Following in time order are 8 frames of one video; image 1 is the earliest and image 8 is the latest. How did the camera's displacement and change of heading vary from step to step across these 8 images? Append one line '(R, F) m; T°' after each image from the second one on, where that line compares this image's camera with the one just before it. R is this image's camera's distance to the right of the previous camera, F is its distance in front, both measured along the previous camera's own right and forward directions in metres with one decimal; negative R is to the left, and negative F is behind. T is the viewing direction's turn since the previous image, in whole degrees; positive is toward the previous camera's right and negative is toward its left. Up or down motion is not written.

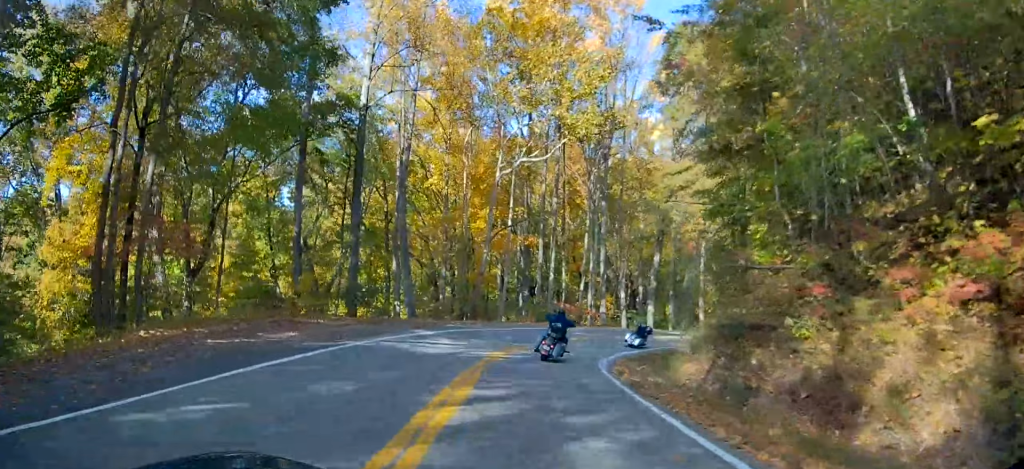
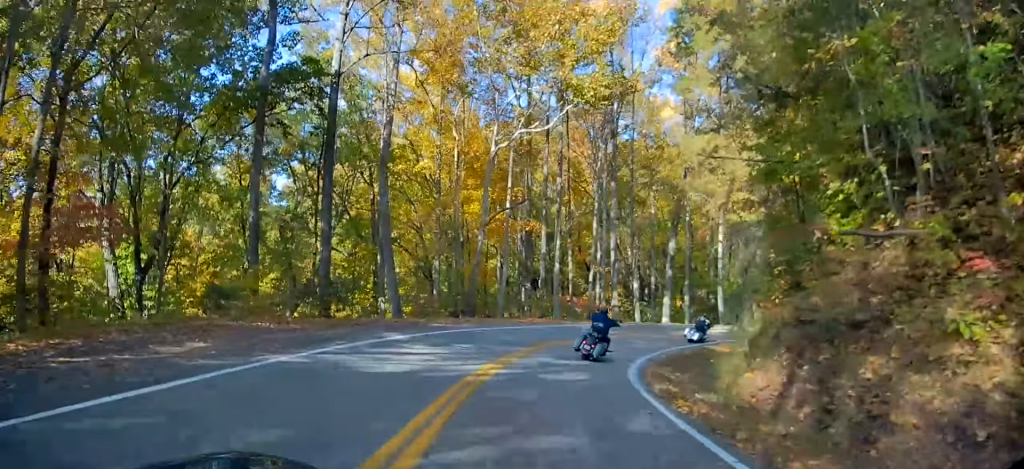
(+0.4, +5.3) m; +1°
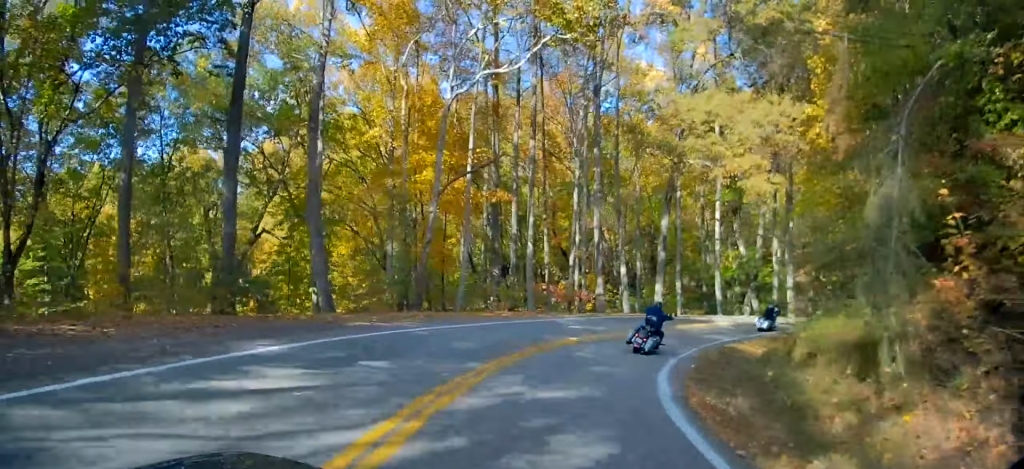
(+0.2, +7.5) m; +1°
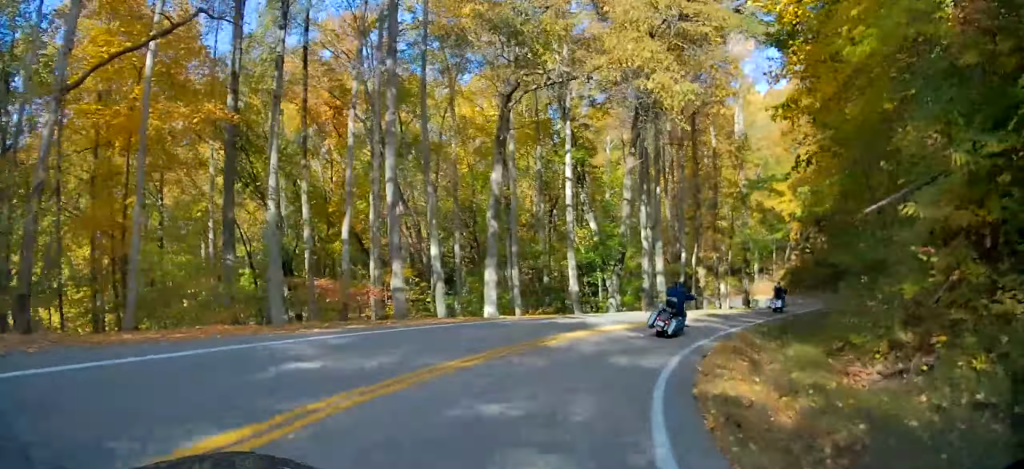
(-0.1, +15.3) m; +4°
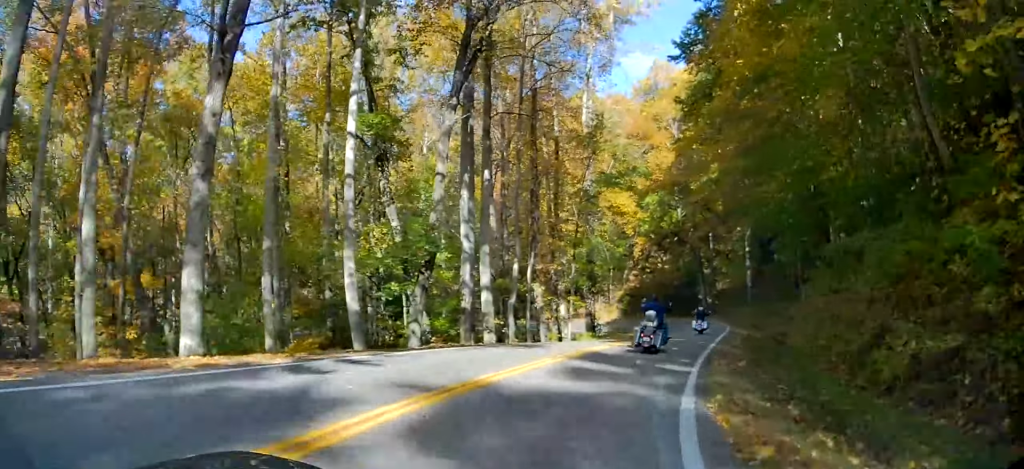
(+1.0, +13.5) m; +10°
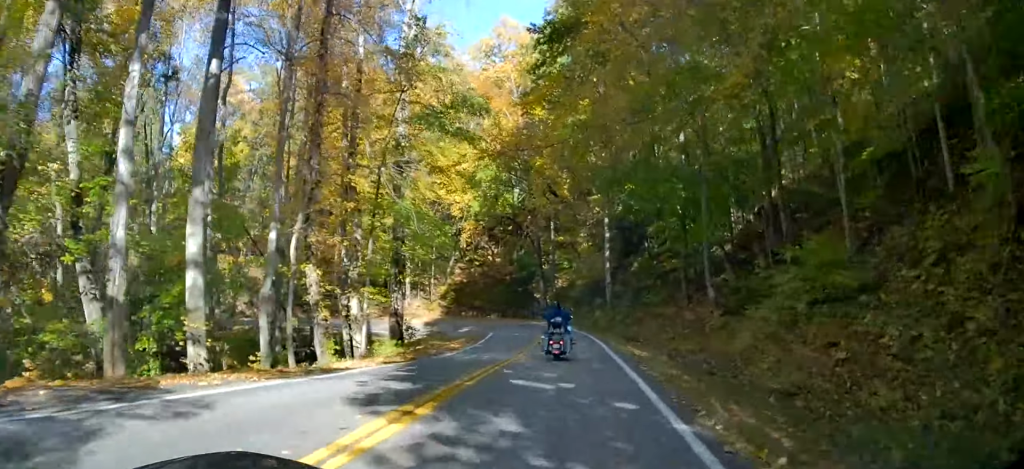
(+1.7, +15.6) m; +9°
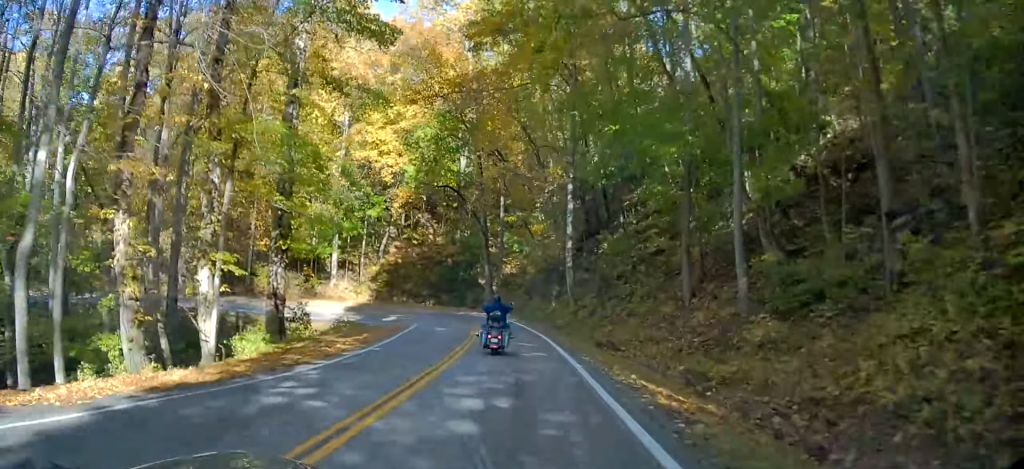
(+0.4, +11.8) m; +4°
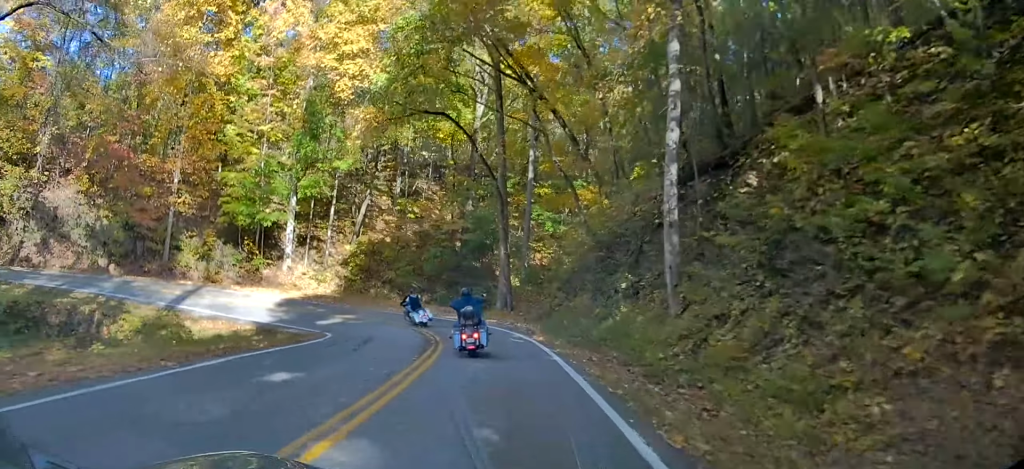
(+2.0, +22.2) m; +10°
